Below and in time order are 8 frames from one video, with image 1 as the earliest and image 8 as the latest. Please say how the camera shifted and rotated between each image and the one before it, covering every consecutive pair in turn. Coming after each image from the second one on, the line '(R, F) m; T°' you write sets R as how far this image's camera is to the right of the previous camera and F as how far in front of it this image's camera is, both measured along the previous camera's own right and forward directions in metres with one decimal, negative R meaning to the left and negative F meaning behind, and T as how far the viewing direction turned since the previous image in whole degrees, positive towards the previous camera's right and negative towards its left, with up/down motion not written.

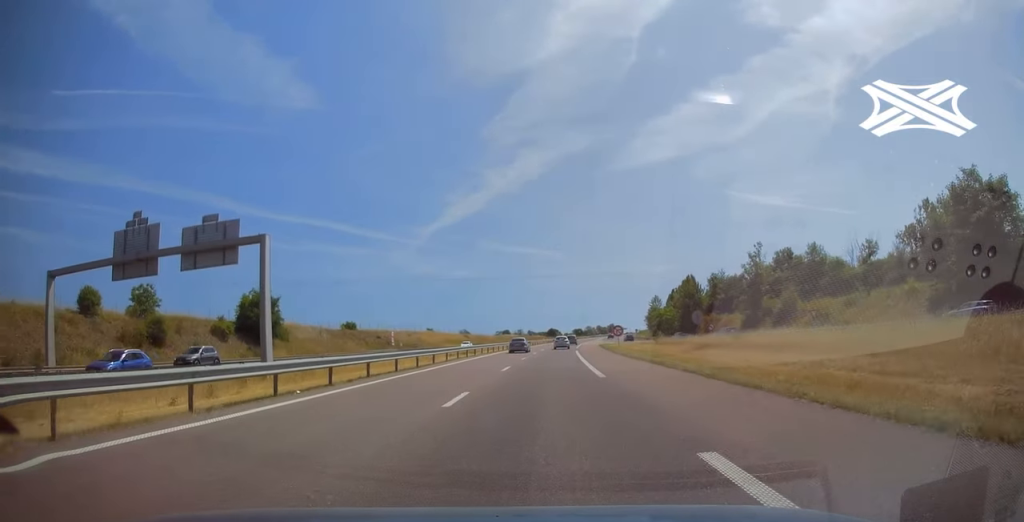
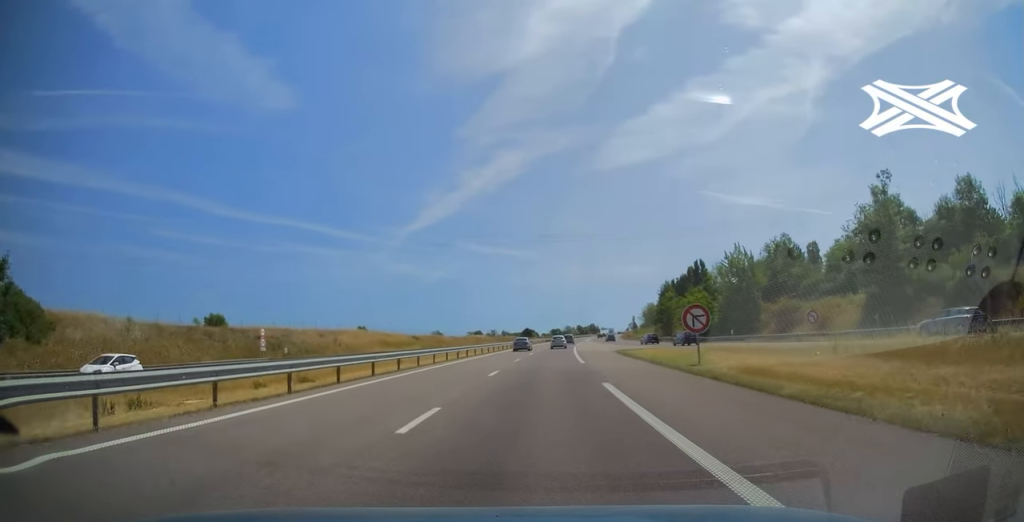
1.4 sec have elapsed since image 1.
(+0.4, +42.5) m; +2°
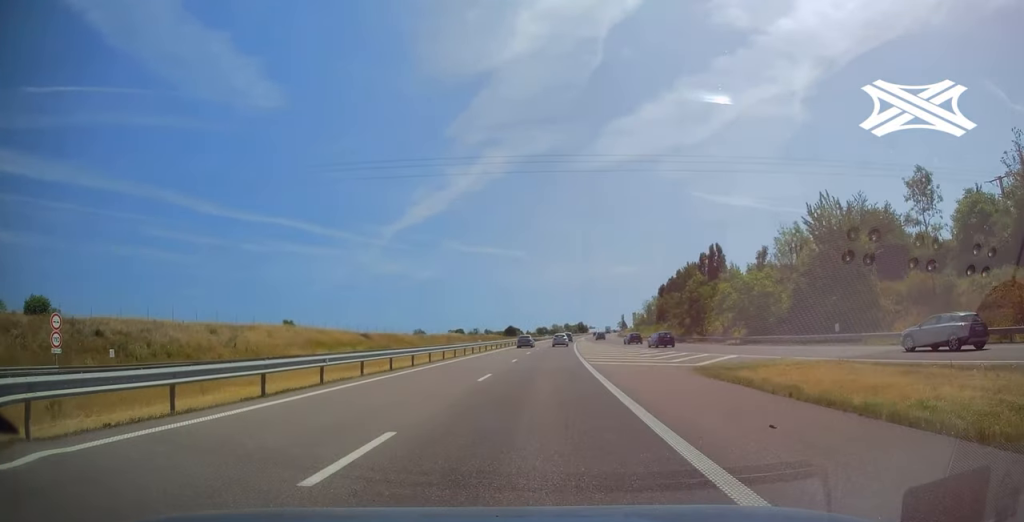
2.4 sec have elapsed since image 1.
(+0.8, +29.2) m; +2°
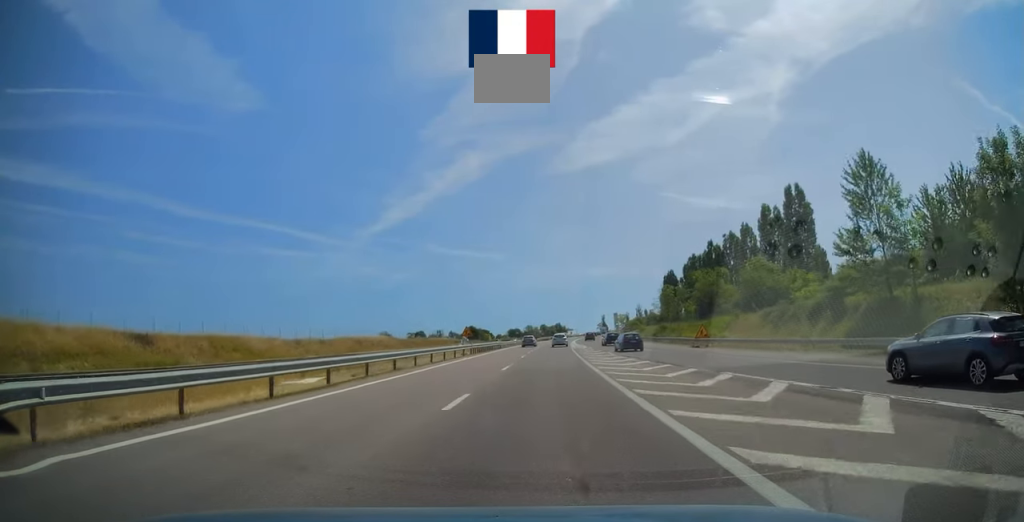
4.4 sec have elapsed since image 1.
(+1.3, +59.6) m; +2°
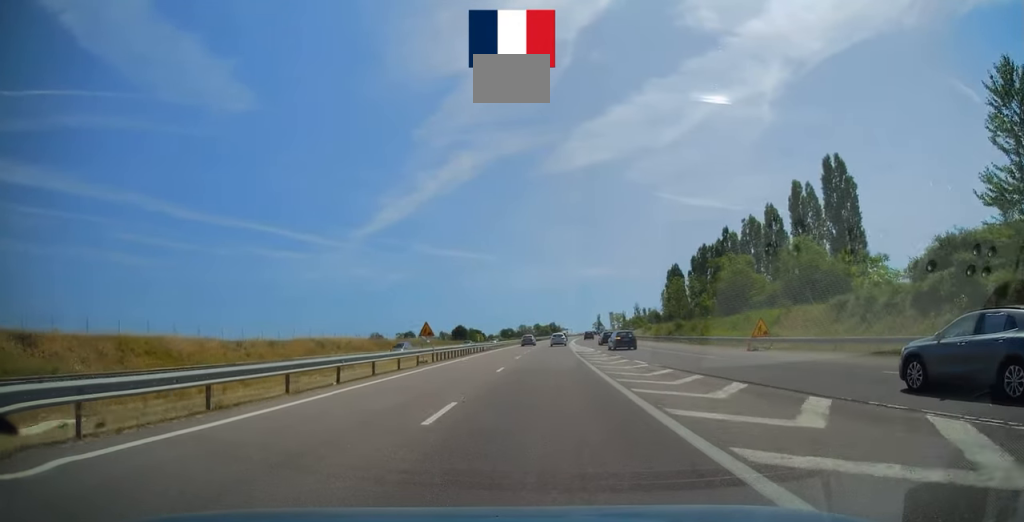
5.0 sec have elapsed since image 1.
(+0.1, +14.9) m; 0°
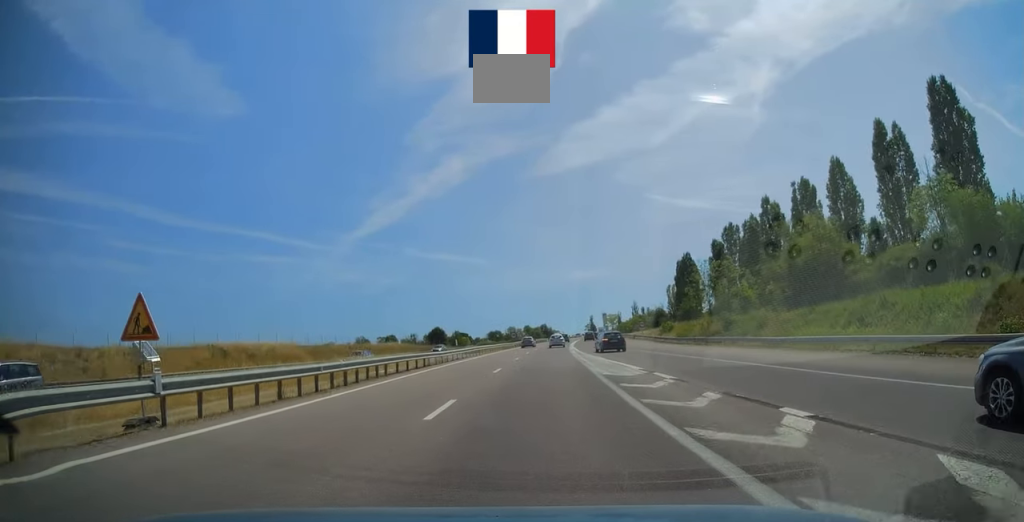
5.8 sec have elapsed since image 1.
(0.0, +25.2) m; 0°
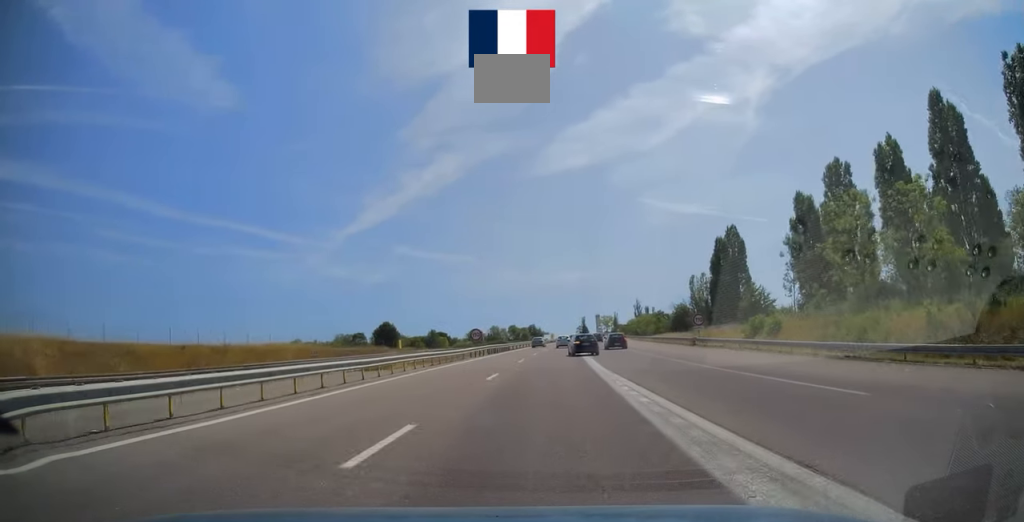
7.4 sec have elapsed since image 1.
(+0.2, +43.1) m; +2°
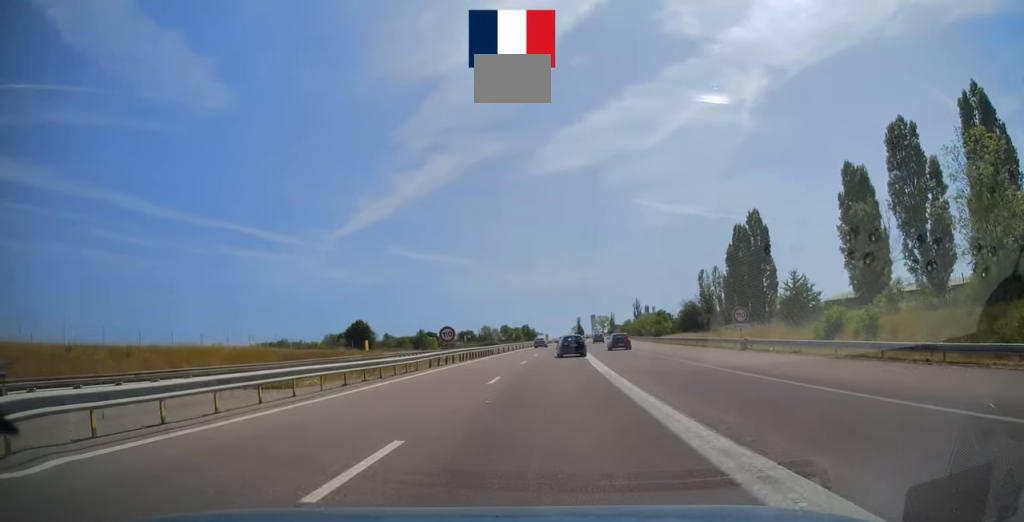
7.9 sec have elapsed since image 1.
(+0.1, +14.4) m; +1°
